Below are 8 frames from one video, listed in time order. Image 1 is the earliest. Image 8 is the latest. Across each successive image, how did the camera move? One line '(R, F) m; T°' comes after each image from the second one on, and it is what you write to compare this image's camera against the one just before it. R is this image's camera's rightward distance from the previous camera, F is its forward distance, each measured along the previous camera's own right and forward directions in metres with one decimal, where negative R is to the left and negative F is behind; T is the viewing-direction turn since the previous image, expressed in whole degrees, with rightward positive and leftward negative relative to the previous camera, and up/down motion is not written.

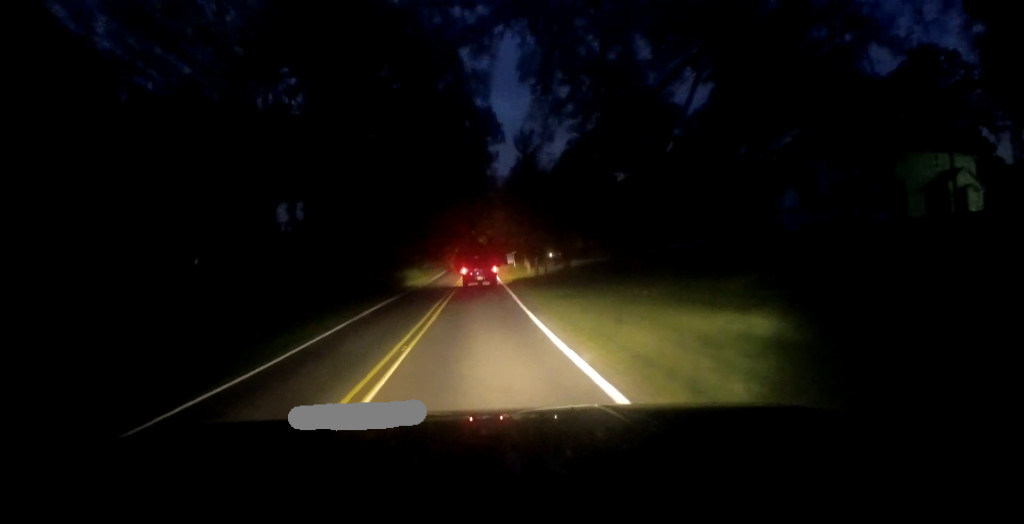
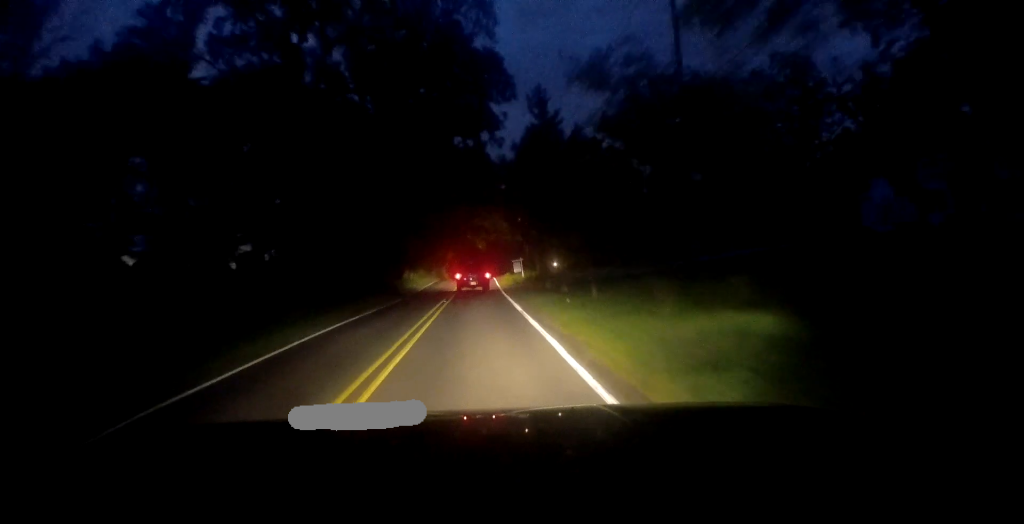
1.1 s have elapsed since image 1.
(0.0, +14.6) m; -2°
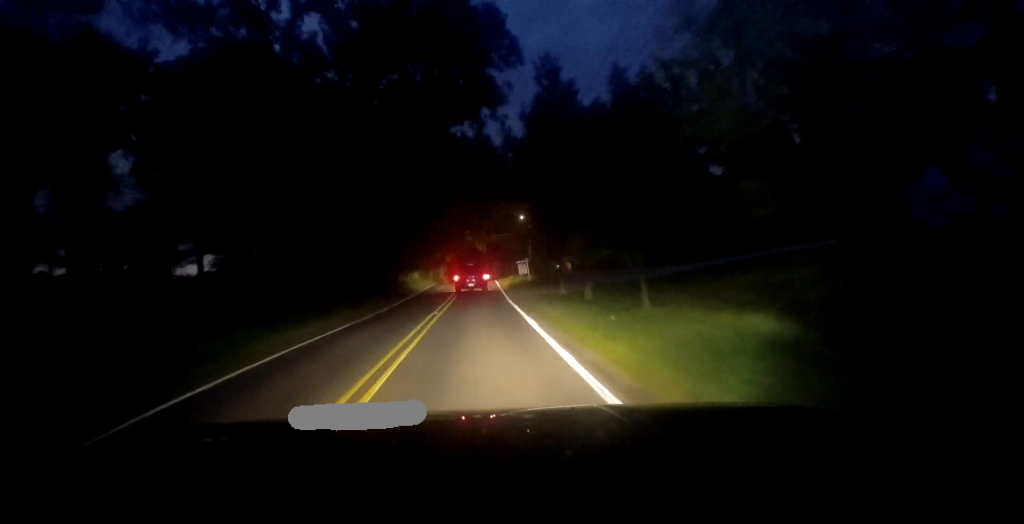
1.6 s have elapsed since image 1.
(-0.3, +6.0) m; 0°
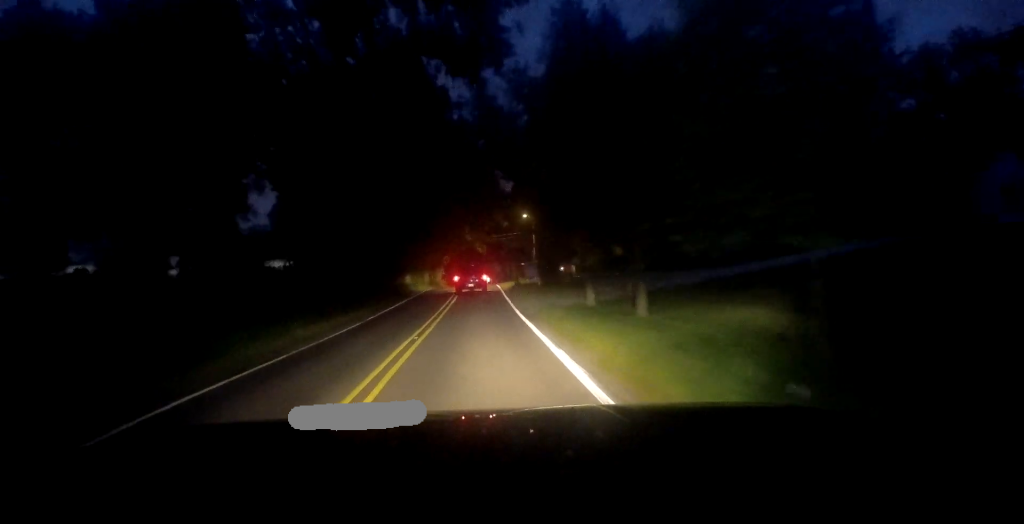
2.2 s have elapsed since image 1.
(-0.3, +7.3) m; 0°
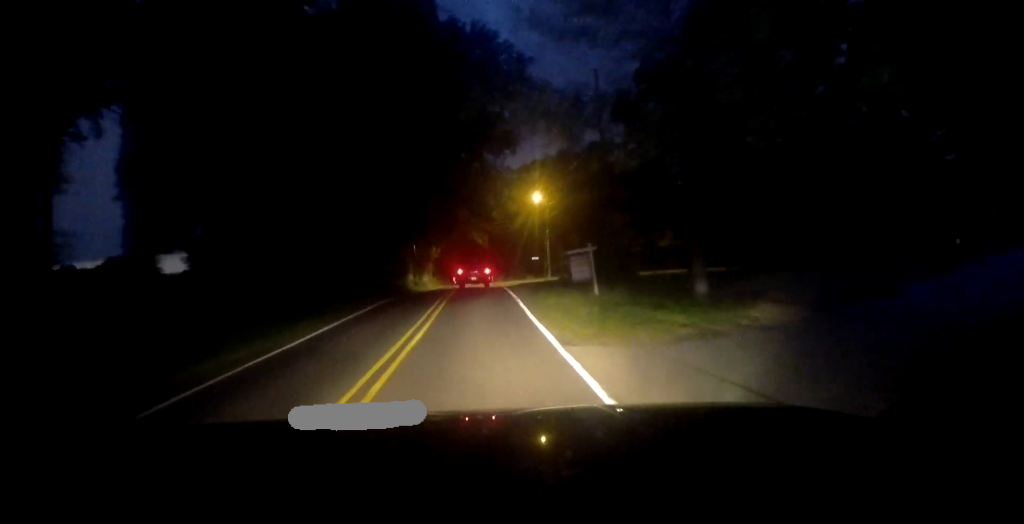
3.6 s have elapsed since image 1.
(+0.3, +18.3) m; -1°
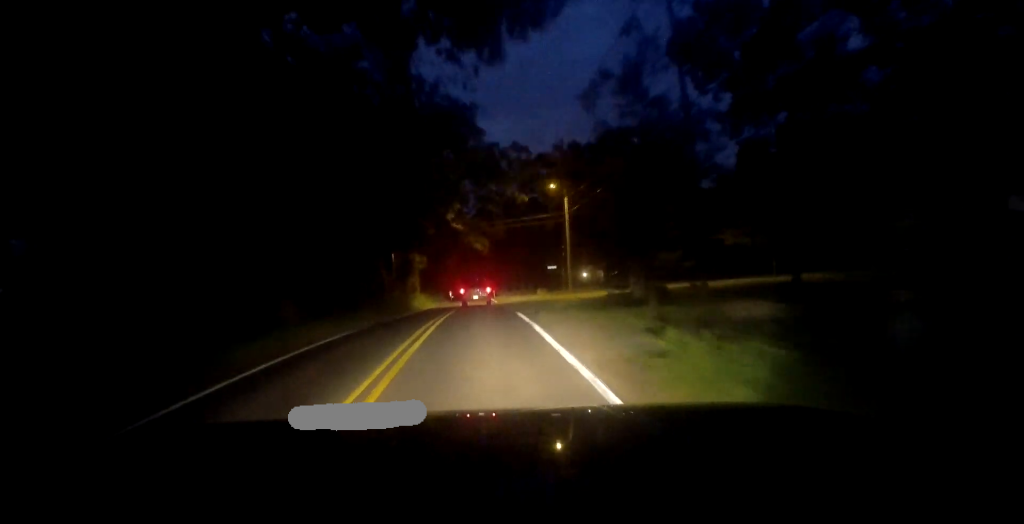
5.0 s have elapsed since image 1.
(-0.4, +17.3) m; +1°
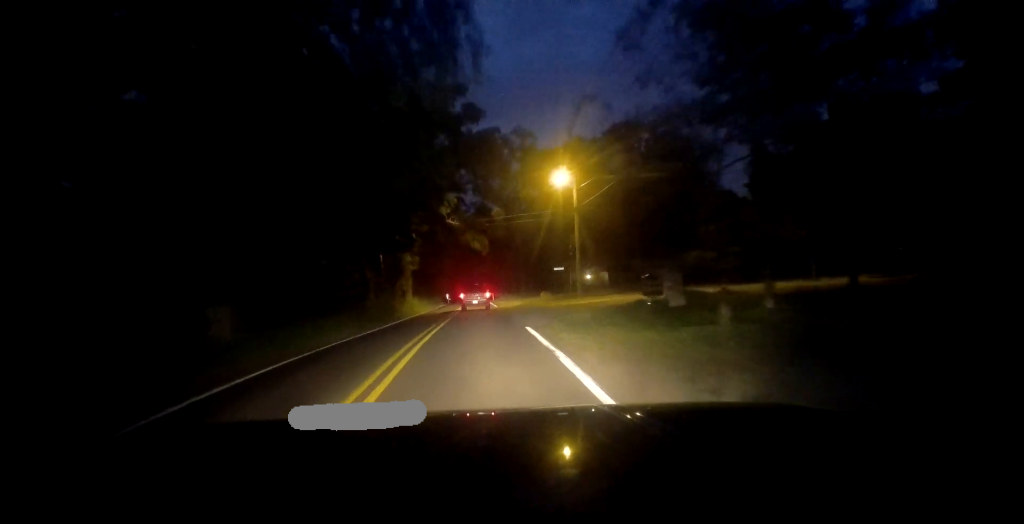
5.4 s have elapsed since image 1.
(+0.1, +5.8) m; 0°
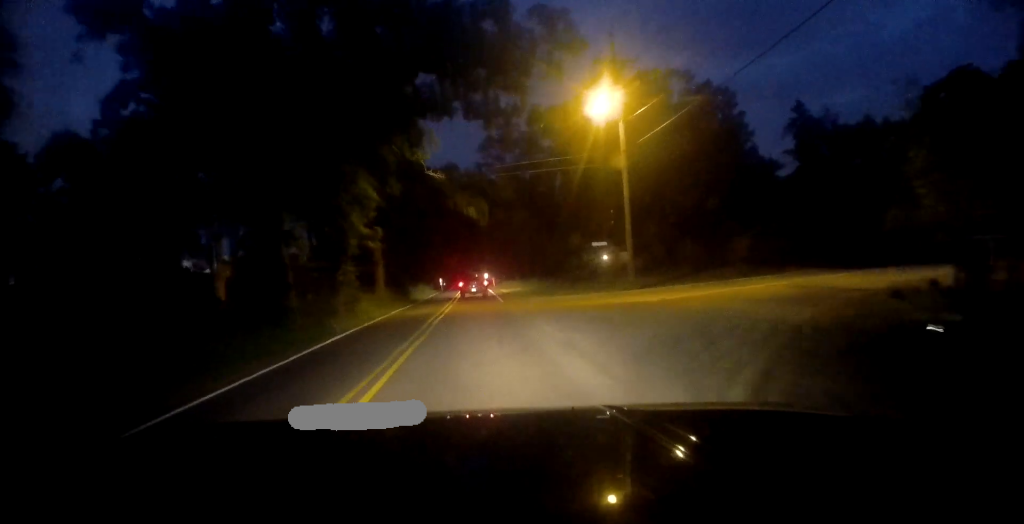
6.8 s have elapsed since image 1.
(0.0, +16.6) m; 0°
